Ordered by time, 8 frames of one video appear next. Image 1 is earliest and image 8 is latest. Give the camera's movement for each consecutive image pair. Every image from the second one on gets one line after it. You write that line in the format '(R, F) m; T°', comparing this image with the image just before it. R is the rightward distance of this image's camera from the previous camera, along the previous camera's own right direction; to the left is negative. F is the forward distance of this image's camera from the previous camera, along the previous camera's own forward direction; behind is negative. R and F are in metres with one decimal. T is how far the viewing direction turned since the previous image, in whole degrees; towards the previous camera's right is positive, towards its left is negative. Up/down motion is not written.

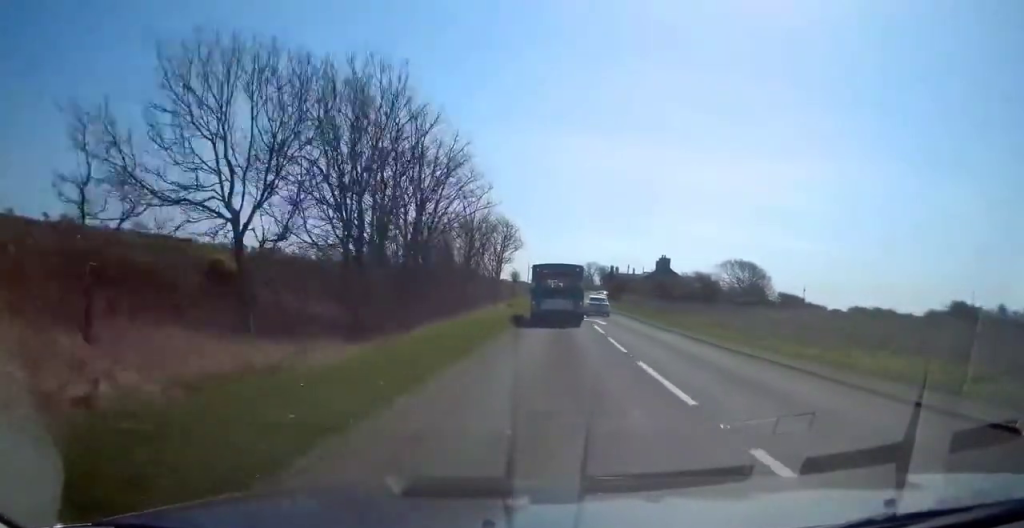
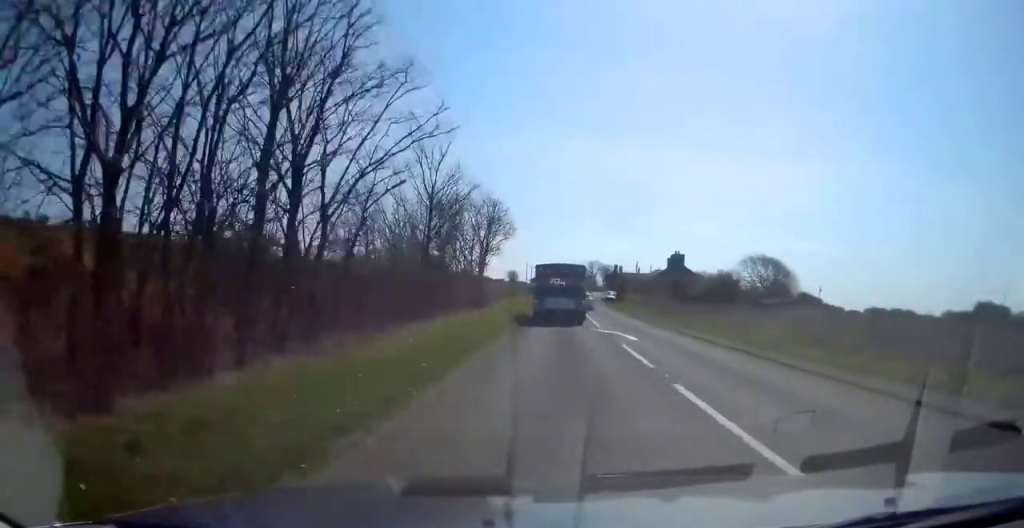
(0.0, +13.2) m; +1°
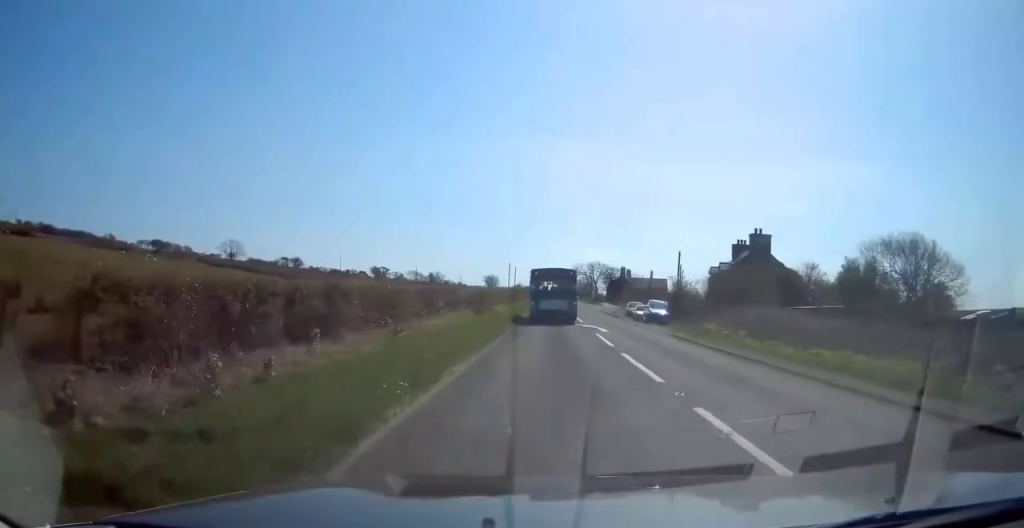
(0.0, +47.9) m; -1°
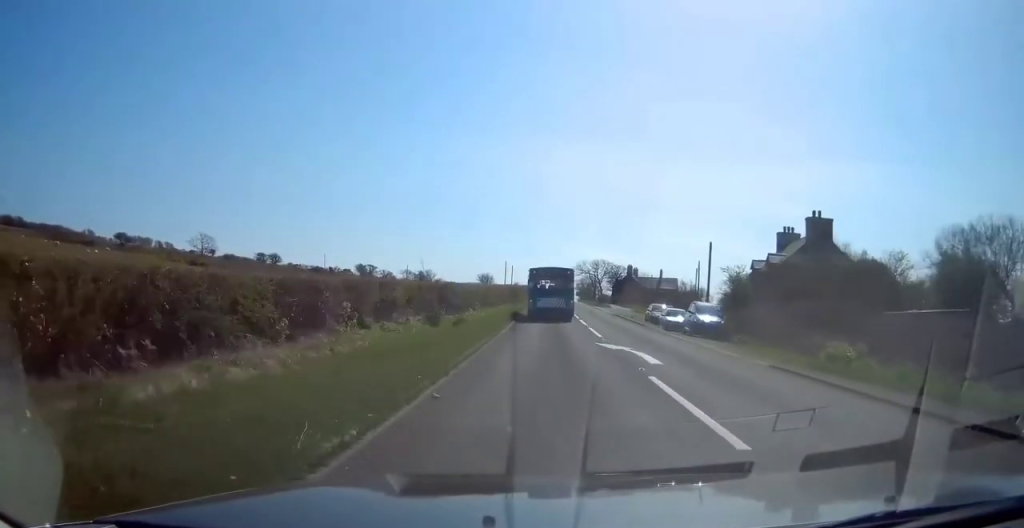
(0.0, +14.6) m; 0°
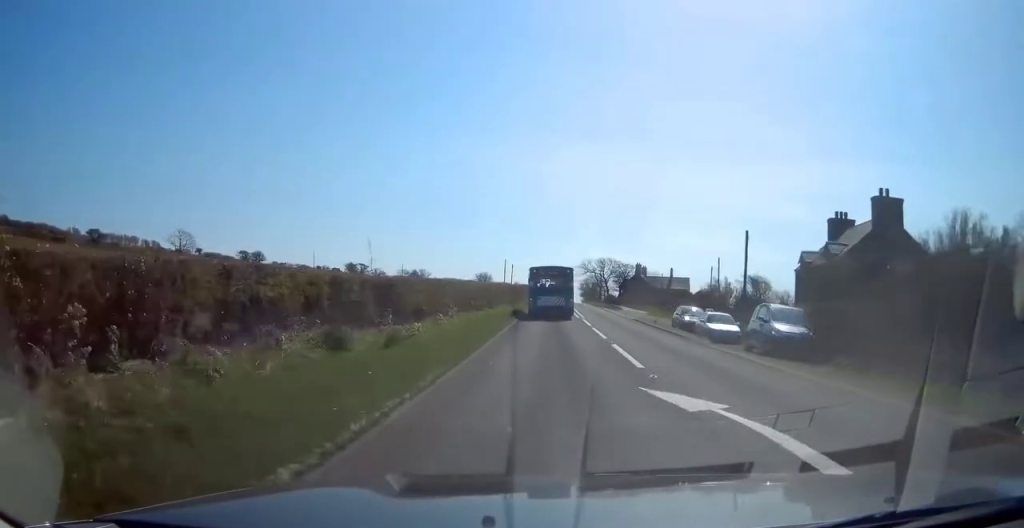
(0.0, +10.6) m; 0°
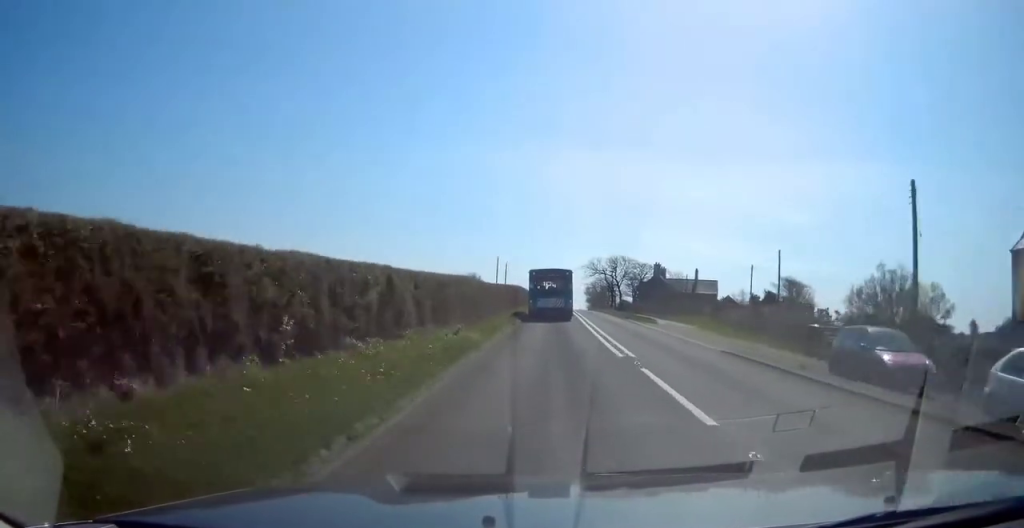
(+0.1, +24.0) m; +1°
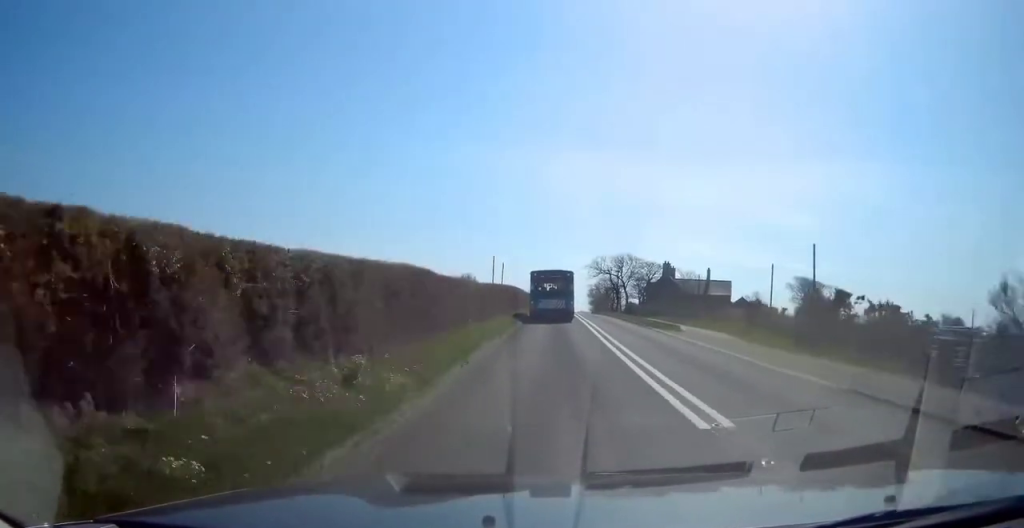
(+0.1, +9.2) m; 0°
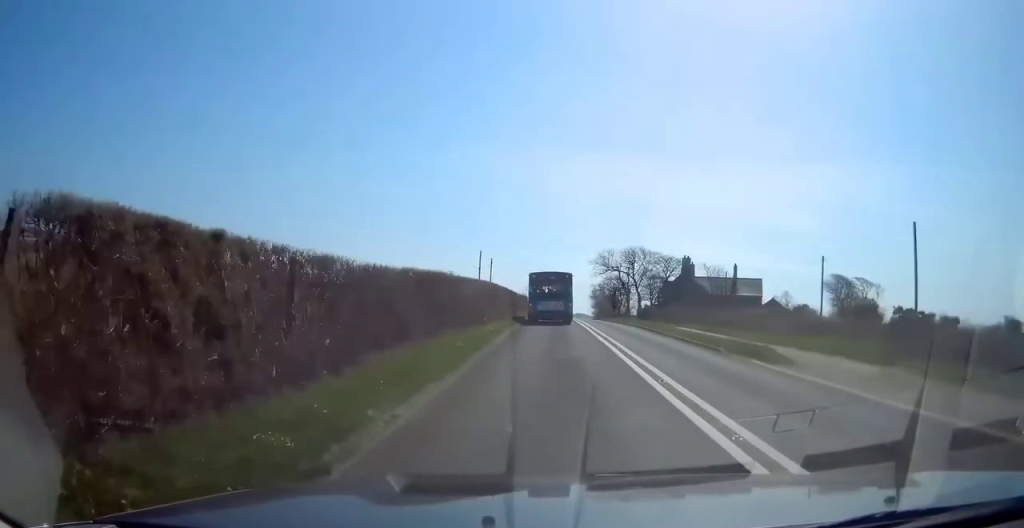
(0.0, +17.7) m; 0°
